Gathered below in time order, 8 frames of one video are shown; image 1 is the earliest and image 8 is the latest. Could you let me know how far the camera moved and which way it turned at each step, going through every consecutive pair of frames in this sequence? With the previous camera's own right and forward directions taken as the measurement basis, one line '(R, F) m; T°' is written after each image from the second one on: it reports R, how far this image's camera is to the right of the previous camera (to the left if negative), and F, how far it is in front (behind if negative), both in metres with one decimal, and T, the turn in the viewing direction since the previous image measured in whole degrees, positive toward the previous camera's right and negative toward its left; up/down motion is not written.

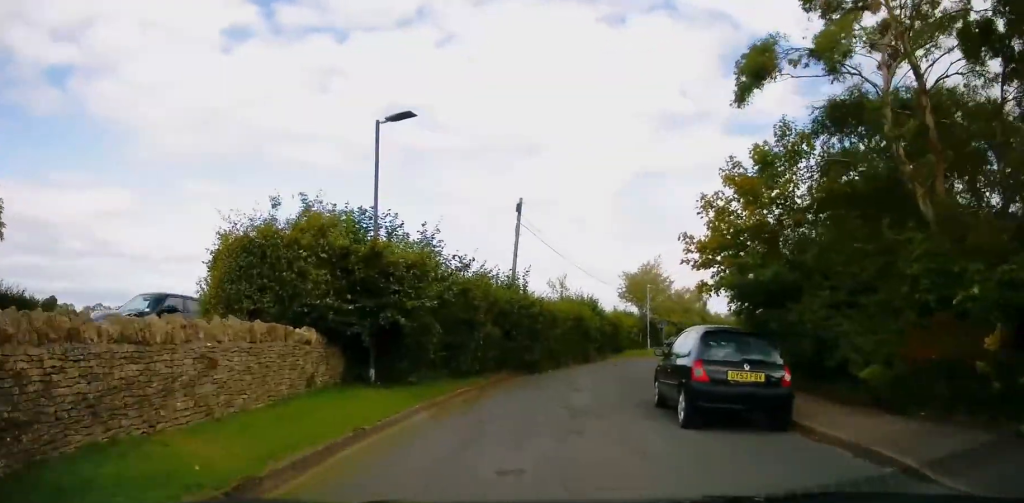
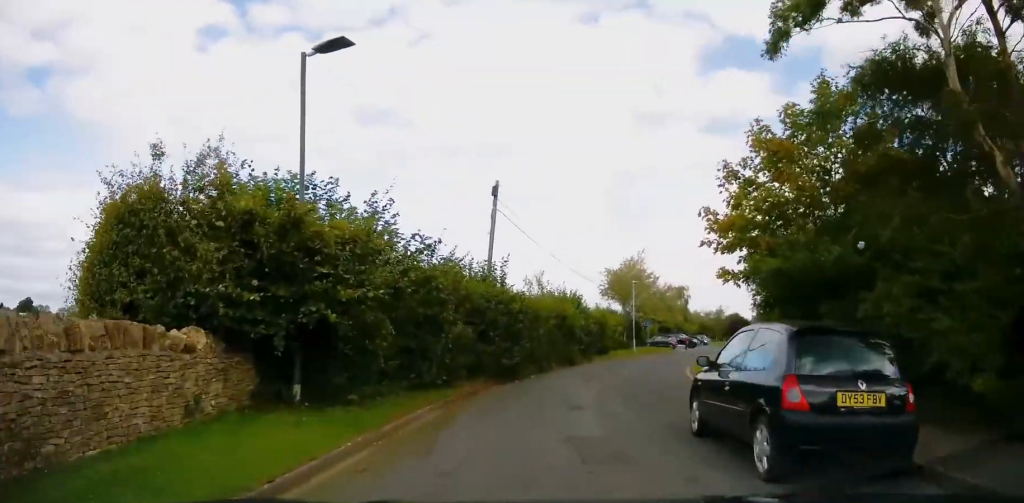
(0.0, +3.4) m; +3°
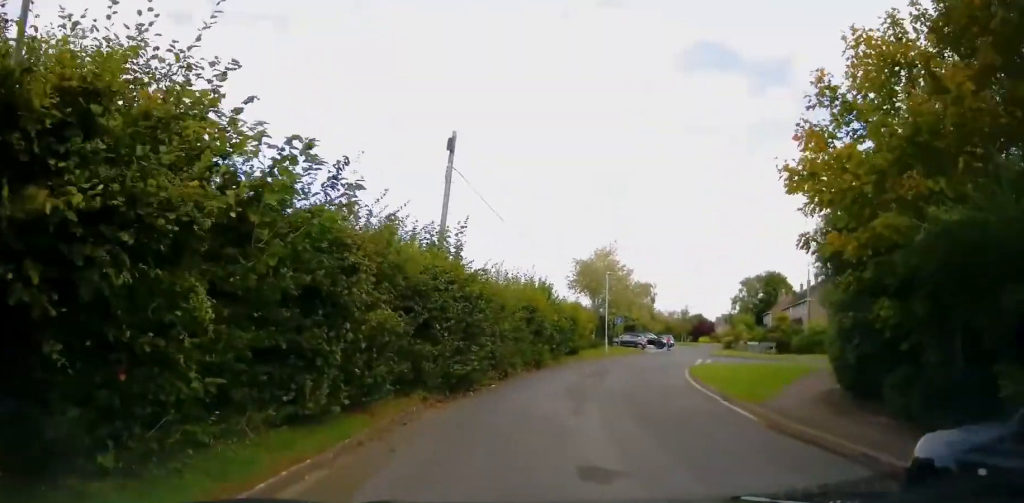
(+0.3, +5.4) m; +3°
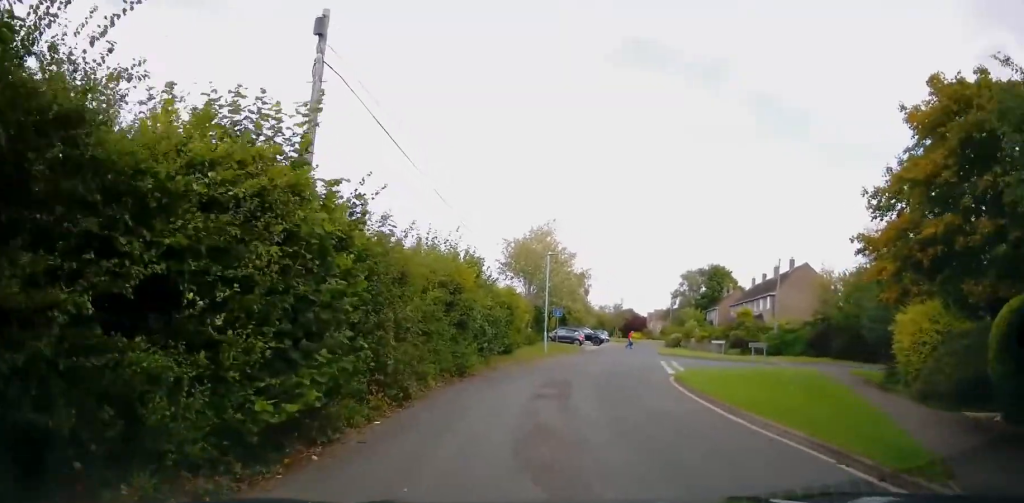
(+0.4, +7.4) m; +9°
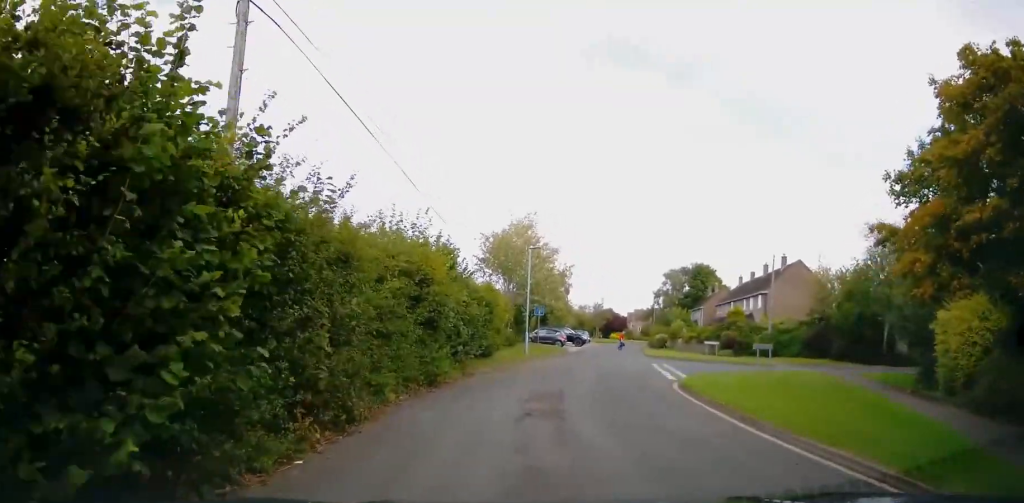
(+0.3, +2.5) m; +1°
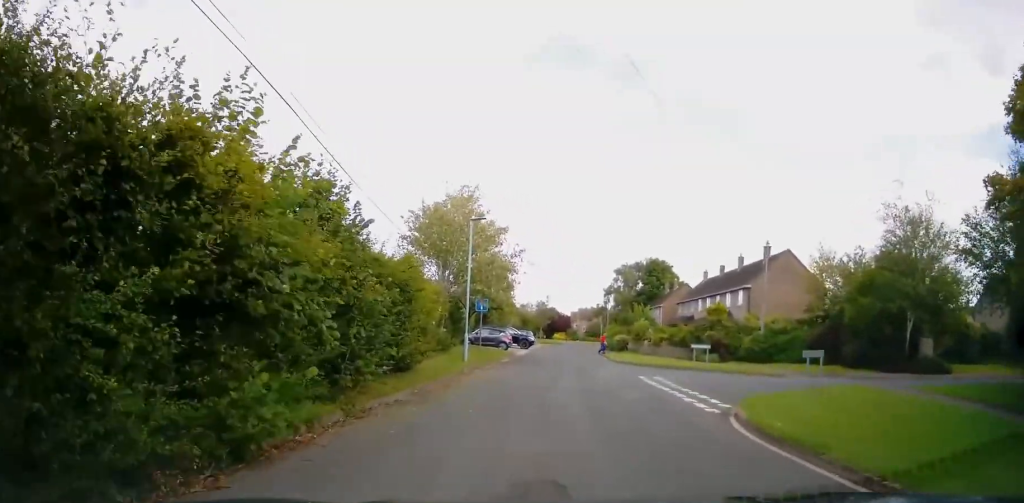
(-0.3, +7.5) m; +1°
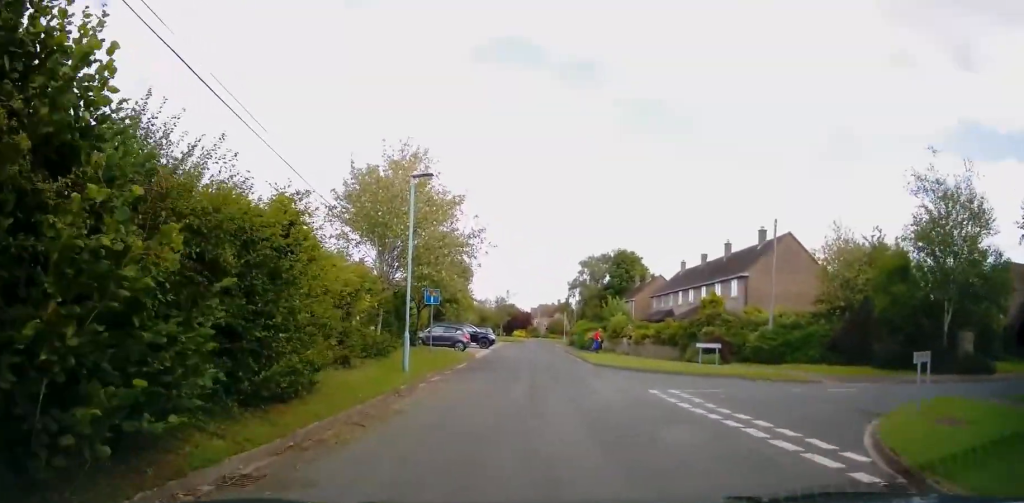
(+0.7, +6.1) m; +9°
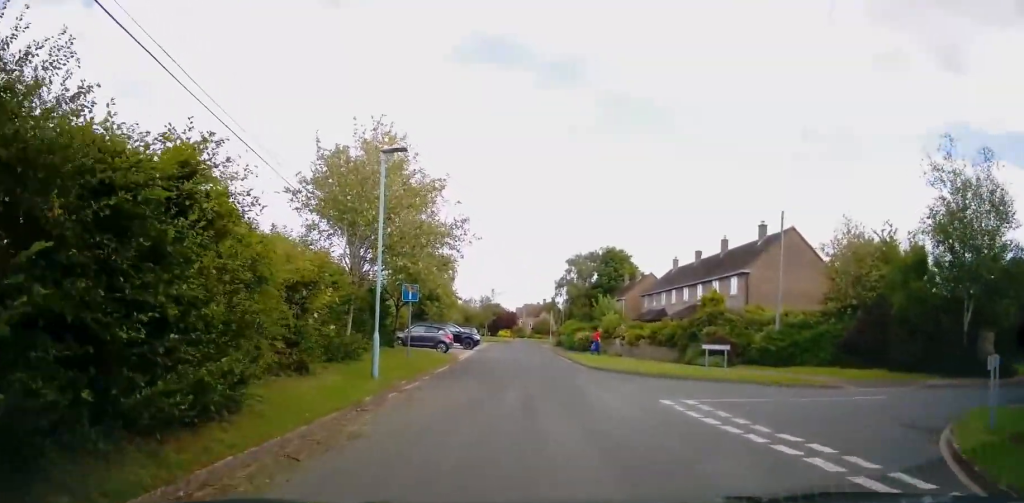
(+0.1, +2.3) m; -1°
